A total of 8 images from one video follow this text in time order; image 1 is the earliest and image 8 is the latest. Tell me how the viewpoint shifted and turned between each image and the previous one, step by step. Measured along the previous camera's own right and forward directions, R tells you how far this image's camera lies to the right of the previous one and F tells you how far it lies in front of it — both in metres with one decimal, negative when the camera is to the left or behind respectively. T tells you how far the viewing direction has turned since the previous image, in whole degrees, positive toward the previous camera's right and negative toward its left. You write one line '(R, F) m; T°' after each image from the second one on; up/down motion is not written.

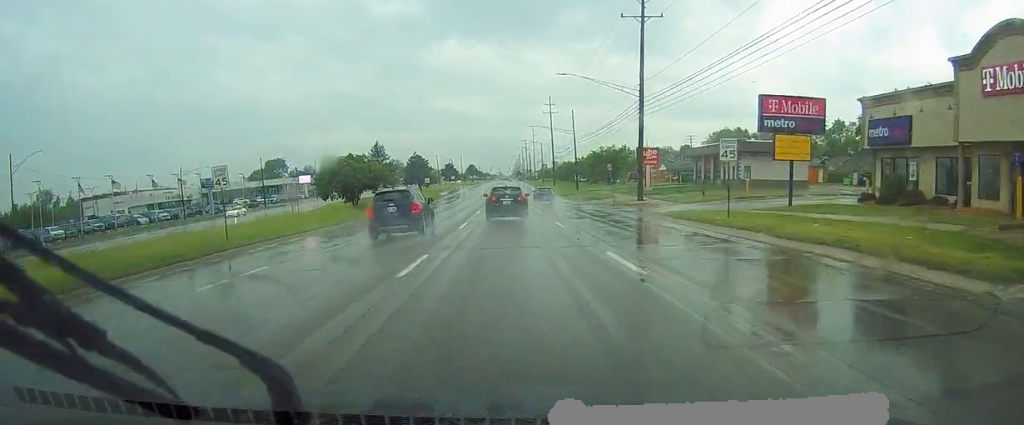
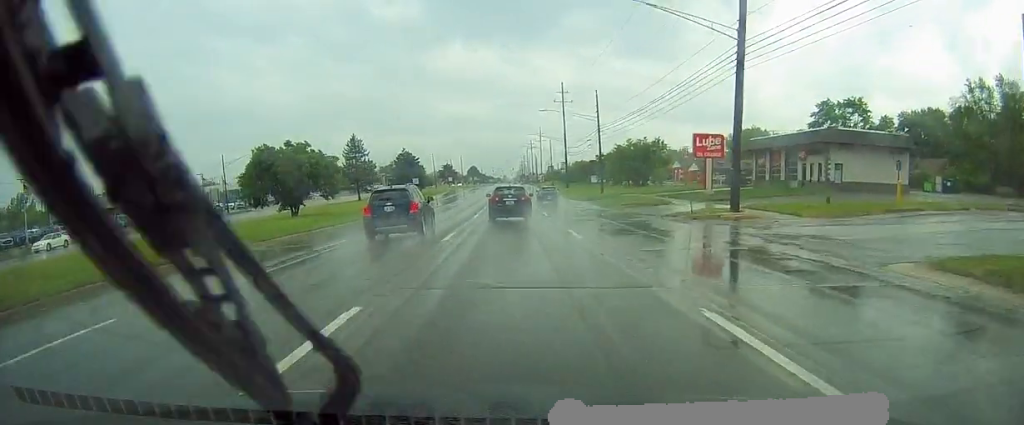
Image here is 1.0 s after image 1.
(-0.2, +21.8) m; 0°
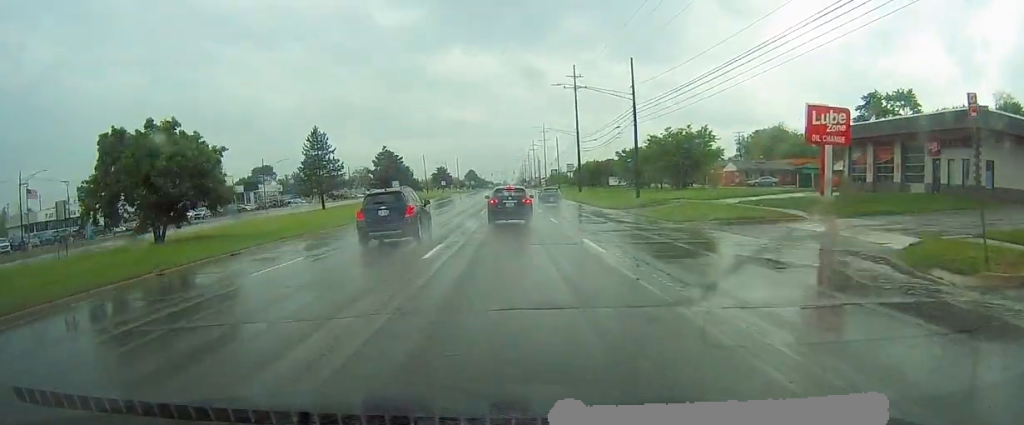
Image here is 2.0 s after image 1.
(0.0, +20.9) m; 0°
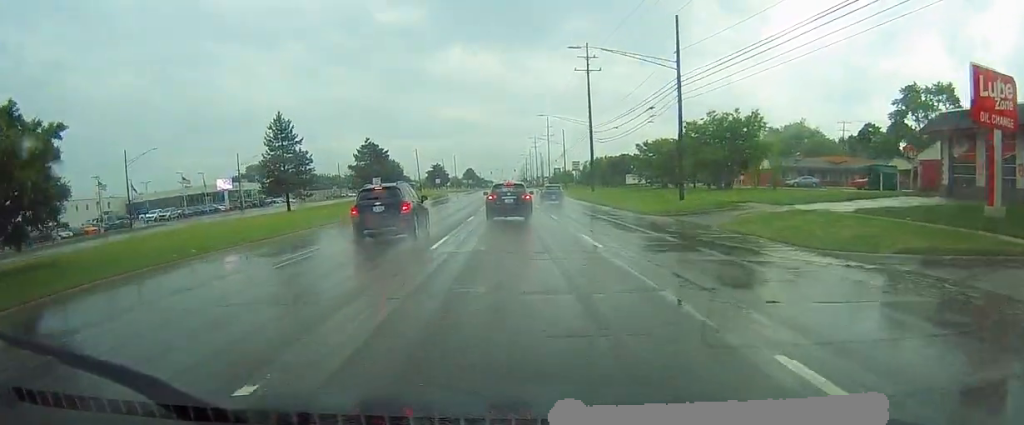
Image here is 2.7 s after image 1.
(0.0, +13.8) m; 0°
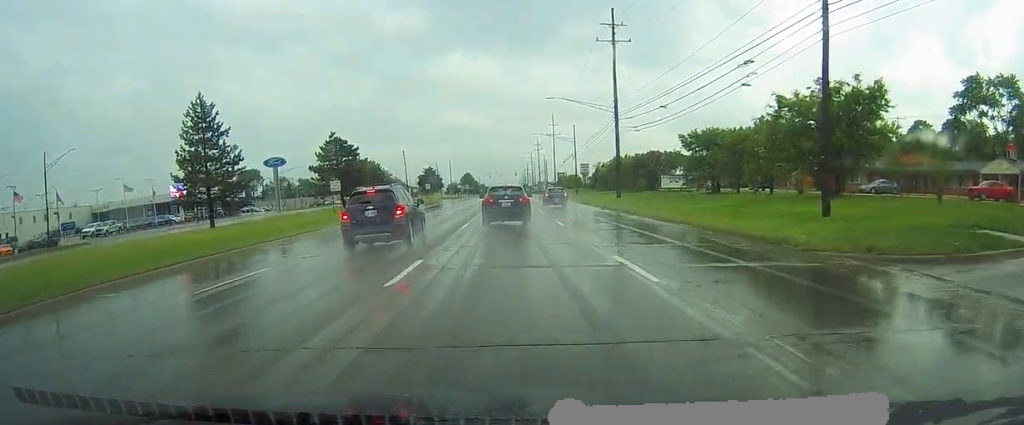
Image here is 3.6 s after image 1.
(0.0, +19.6) m; +1°
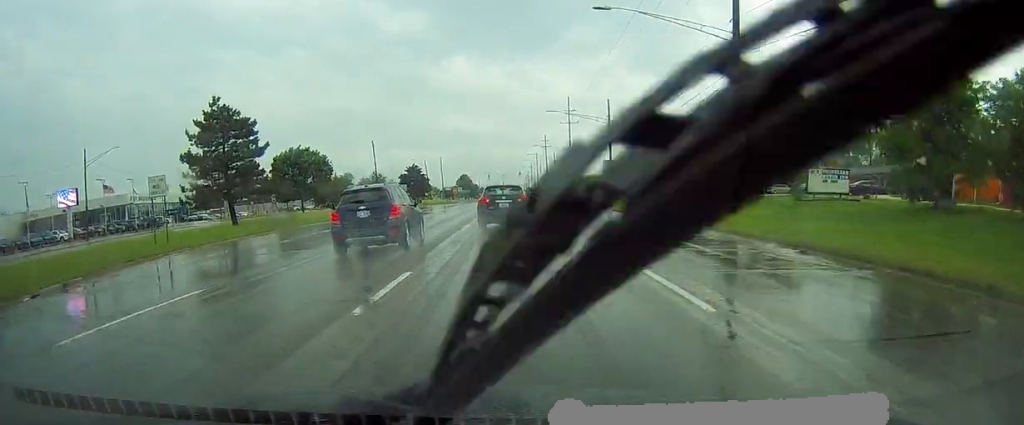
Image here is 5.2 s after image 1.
(0.0, +33.0) m; -1°
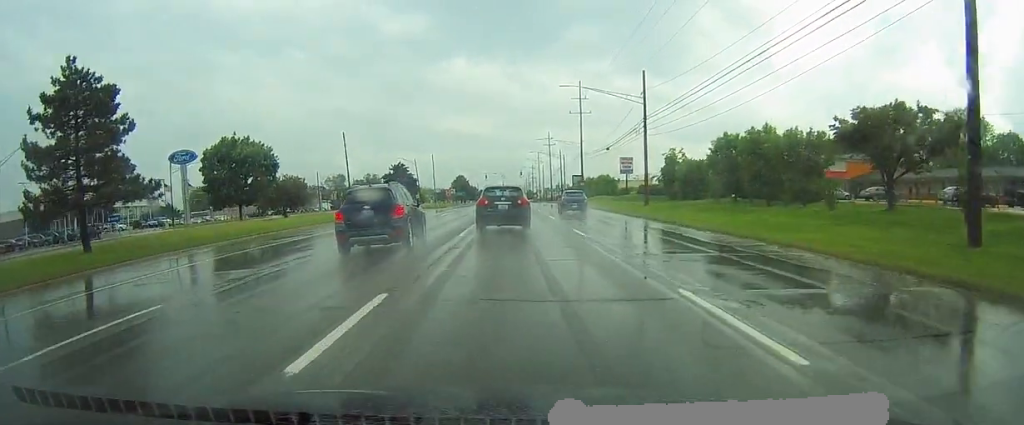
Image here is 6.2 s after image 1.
(-0.1, +18.2) m; 0°
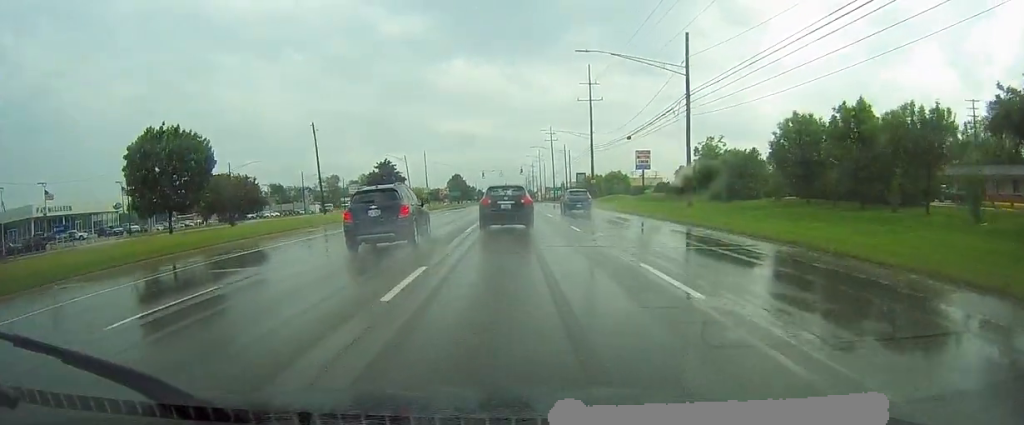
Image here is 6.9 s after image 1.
(0.0, +13.0) m; +1°
